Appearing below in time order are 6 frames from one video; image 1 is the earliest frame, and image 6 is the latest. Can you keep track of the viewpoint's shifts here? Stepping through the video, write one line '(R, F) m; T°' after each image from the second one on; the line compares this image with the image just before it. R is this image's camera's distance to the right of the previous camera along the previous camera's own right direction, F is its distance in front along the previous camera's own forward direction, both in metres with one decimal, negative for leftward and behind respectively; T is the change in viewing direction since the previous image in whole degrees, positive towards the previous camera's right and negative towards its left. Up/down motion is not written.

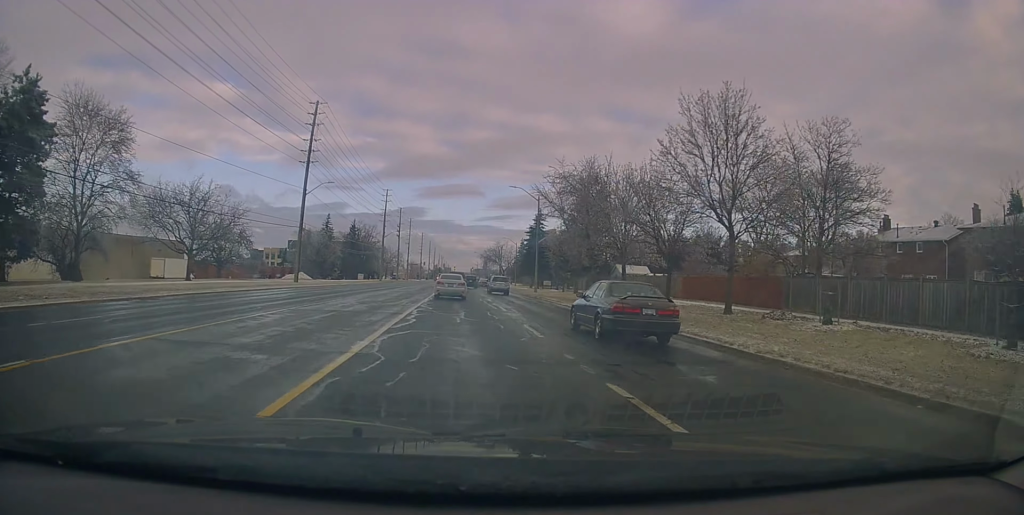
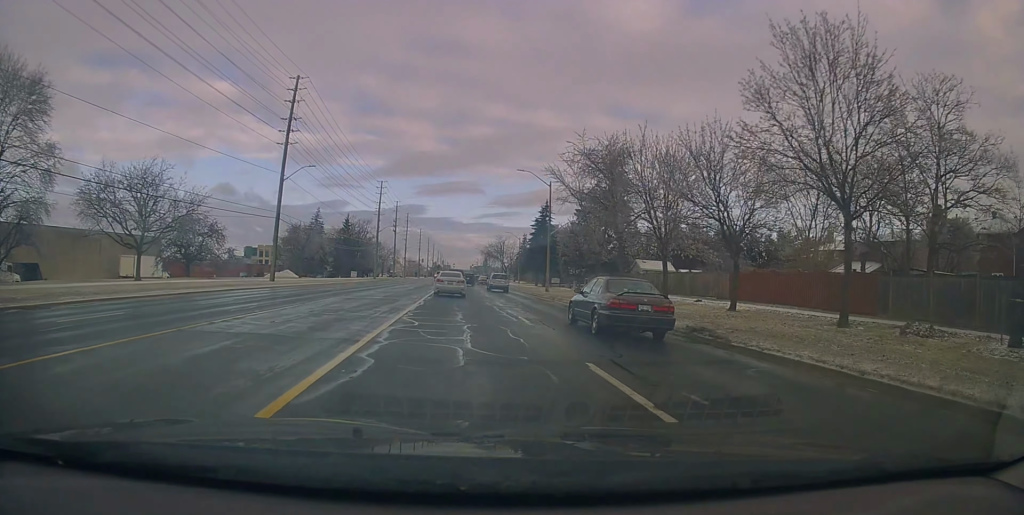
(+0.1, +7.7) m; 0°
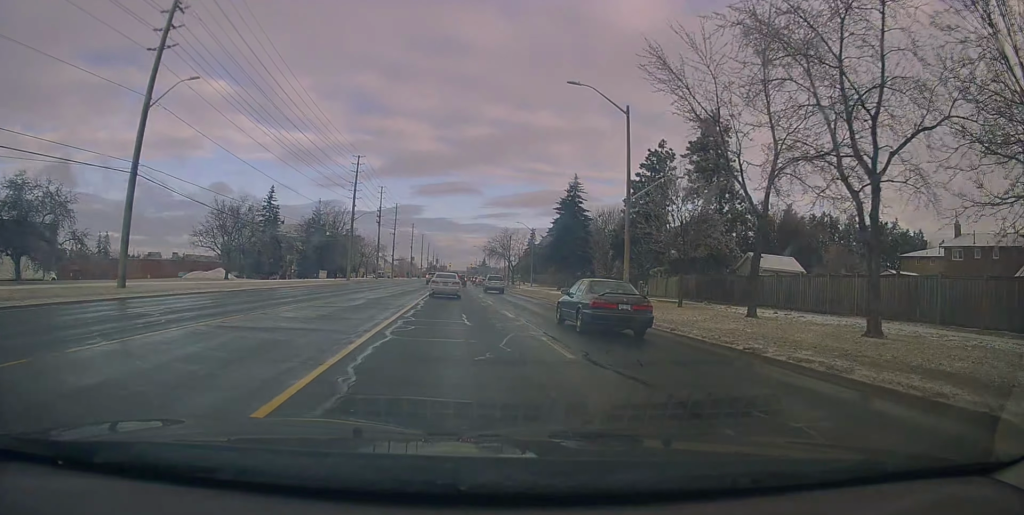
(-0.1, +24.9) m; +1°
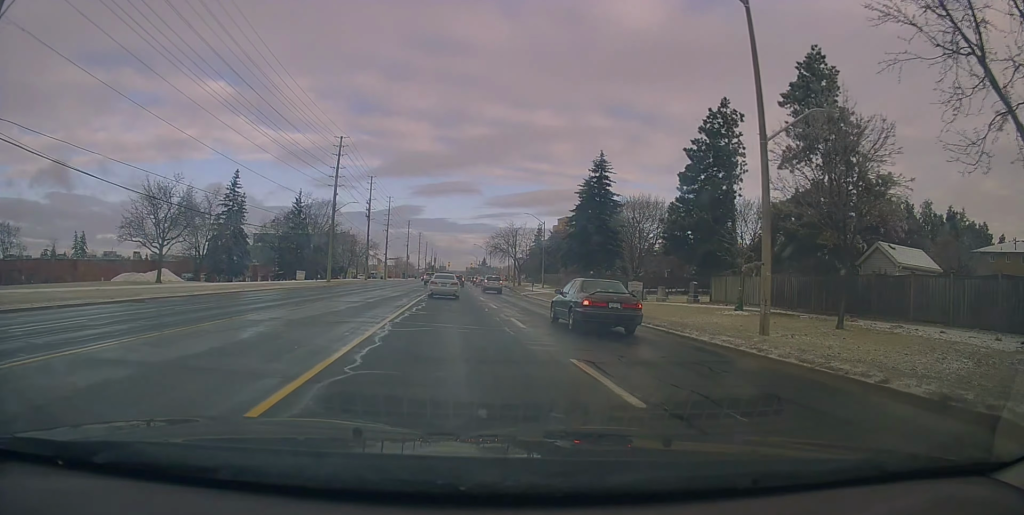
(0.0, +13.5) m; 0°
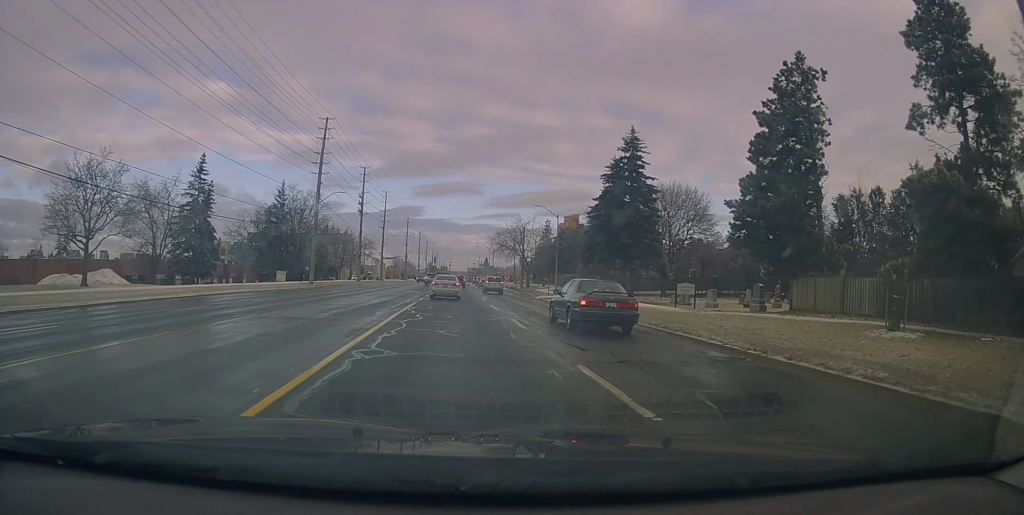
(0.0, +9.6) m; -1°
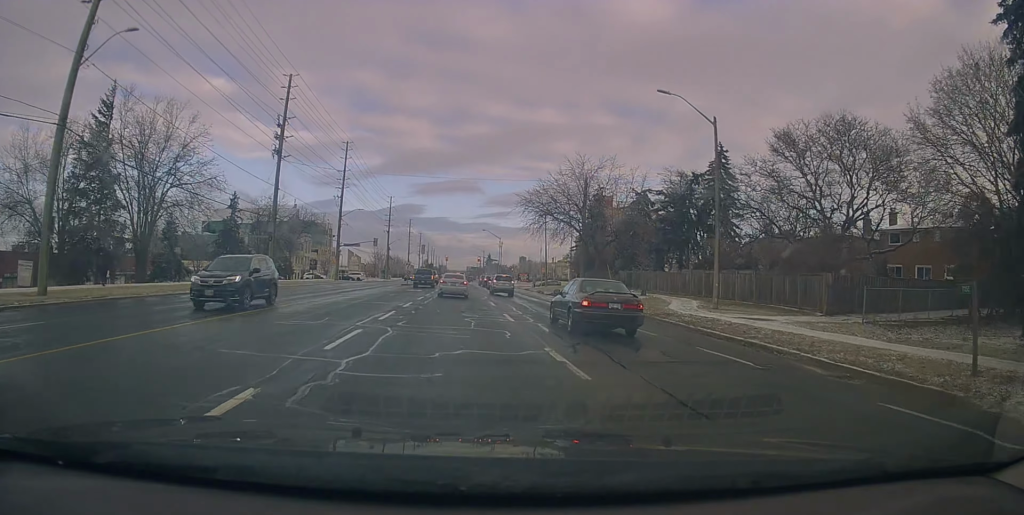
(+0.7, +47.3) m; +1°
